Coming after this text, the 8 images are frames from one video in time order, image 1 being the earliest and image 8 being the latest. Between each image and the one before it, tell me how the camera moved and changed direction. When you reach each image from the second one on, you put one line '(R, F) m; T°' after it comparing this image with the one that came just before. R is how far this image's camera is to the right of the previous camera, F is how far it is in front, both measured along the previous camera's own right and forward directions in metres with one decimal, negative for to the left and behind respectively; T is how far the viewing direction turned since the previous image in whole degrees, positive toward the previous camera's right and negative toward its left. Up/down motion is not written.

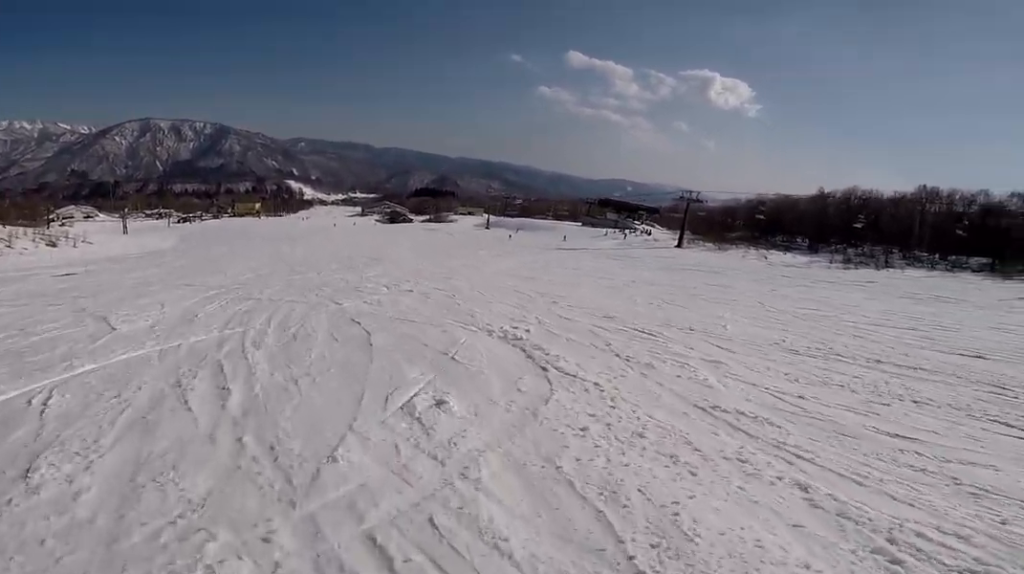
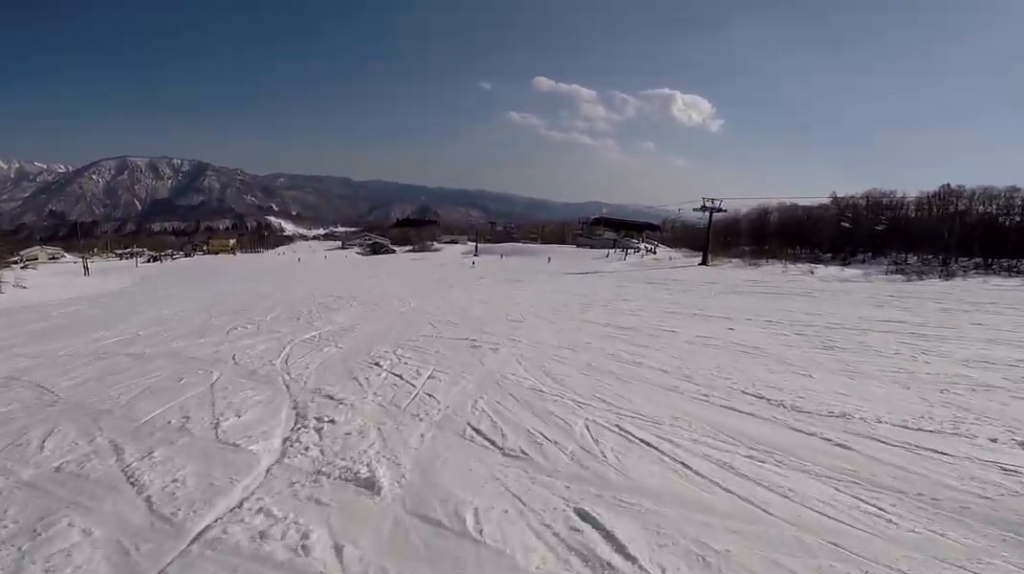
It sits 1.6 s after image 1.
(+0.6, +13.2) m; +5°
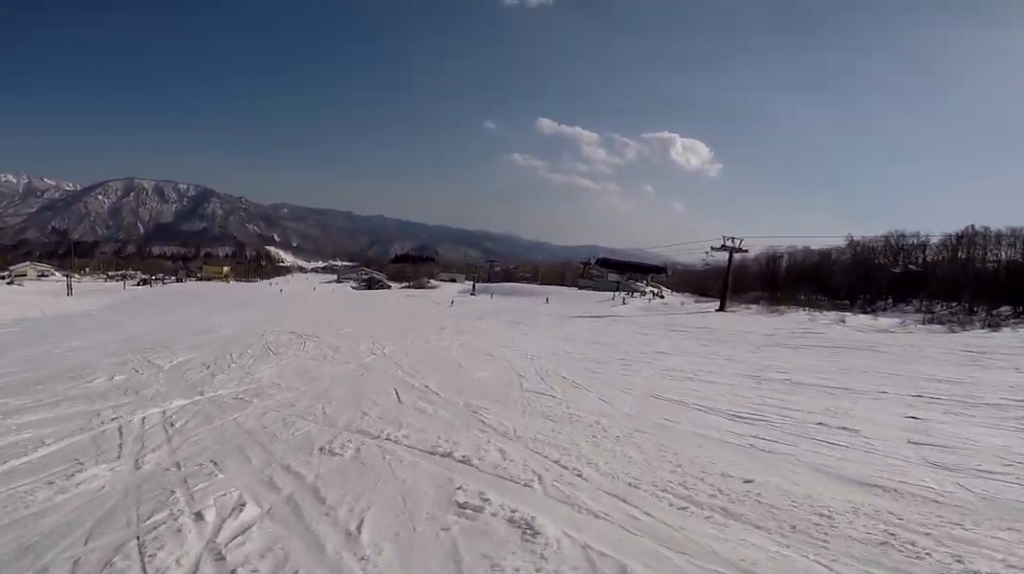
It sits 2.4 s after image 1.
(+0.5, +7.2) m; -1°
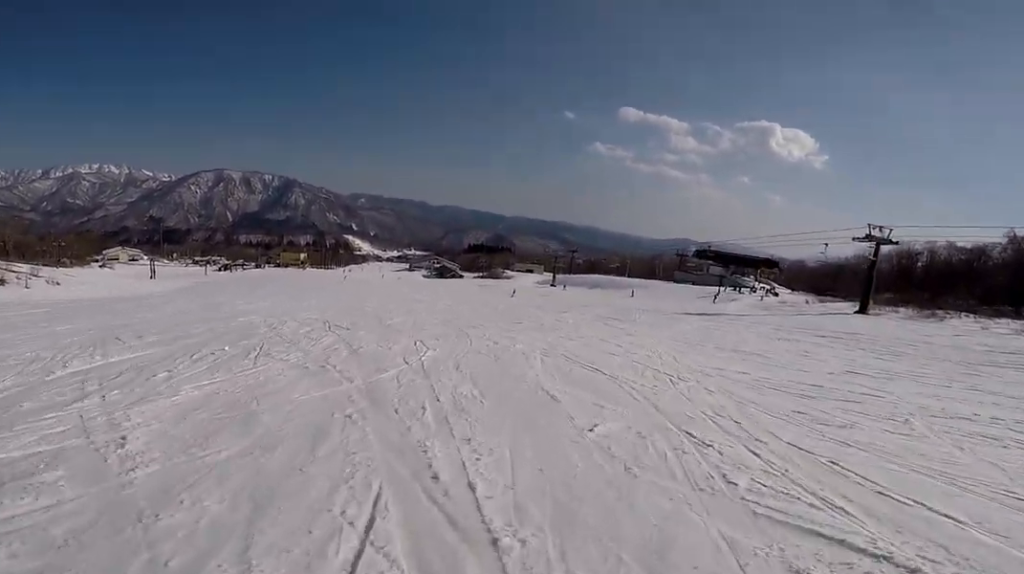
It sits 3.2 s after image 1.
(+0.1, +6.7) m; -7°
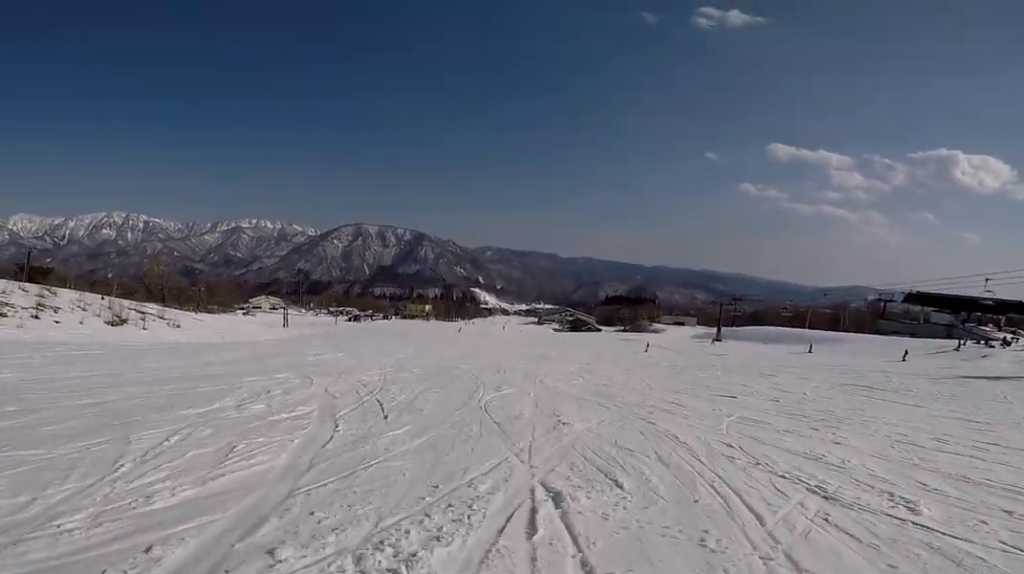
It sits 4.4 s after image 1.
(-2.0, +10.5) m; -16°
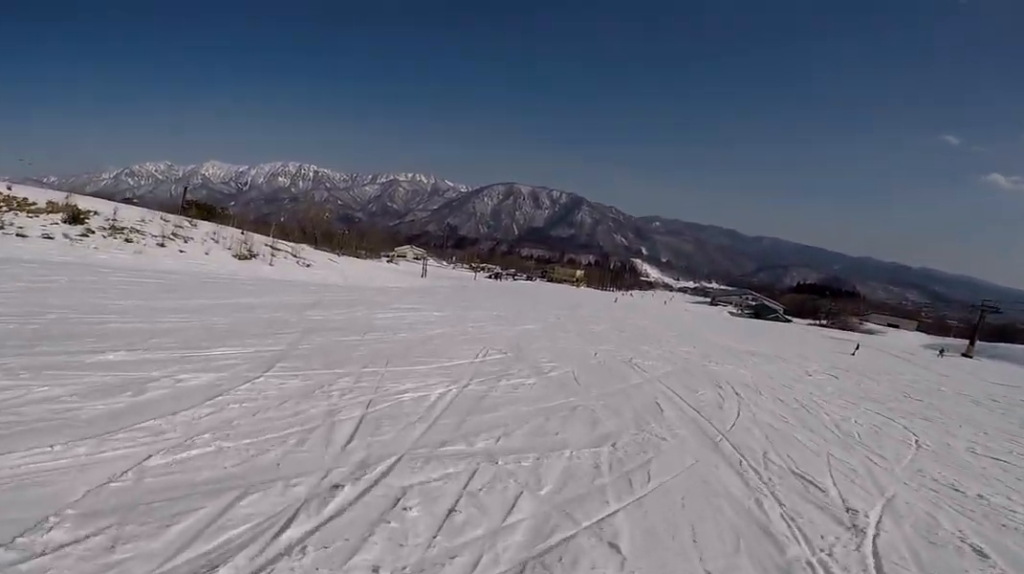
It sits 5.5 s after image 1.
(-0.8, +9.7) m; -13°
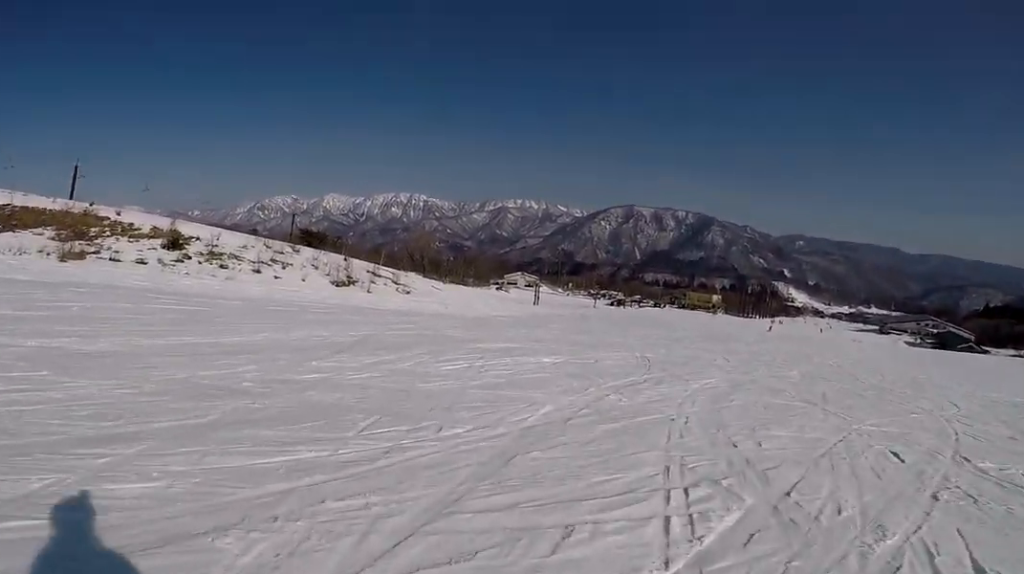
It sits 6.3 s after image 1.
(-0.7, +6.6) m; -19°
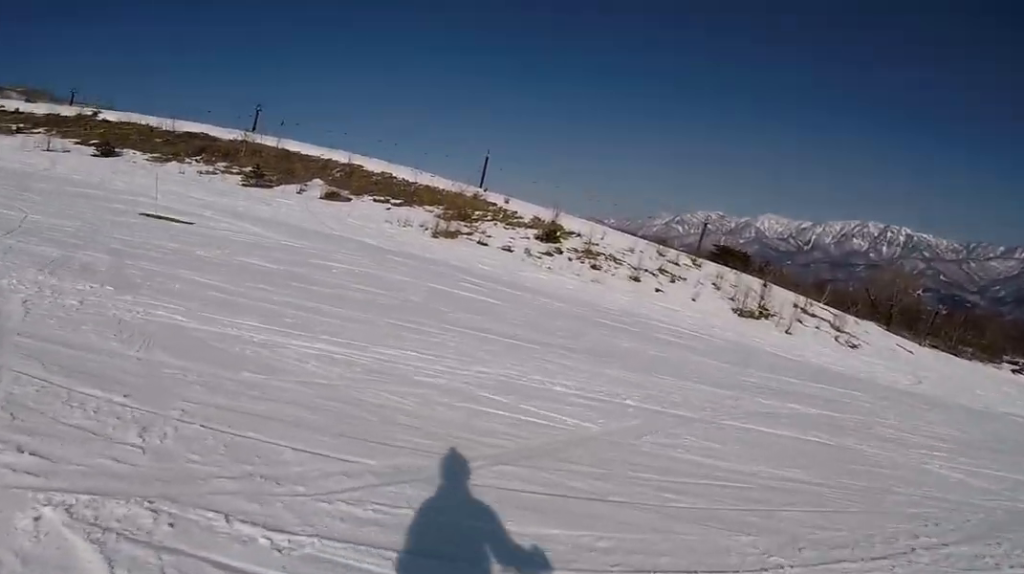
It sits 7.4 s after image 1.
(-2.3, +7.6) m; -28°
